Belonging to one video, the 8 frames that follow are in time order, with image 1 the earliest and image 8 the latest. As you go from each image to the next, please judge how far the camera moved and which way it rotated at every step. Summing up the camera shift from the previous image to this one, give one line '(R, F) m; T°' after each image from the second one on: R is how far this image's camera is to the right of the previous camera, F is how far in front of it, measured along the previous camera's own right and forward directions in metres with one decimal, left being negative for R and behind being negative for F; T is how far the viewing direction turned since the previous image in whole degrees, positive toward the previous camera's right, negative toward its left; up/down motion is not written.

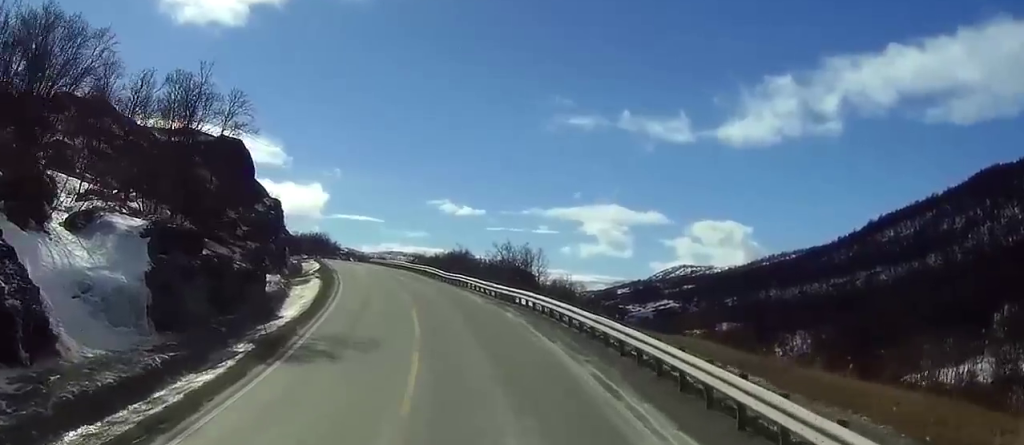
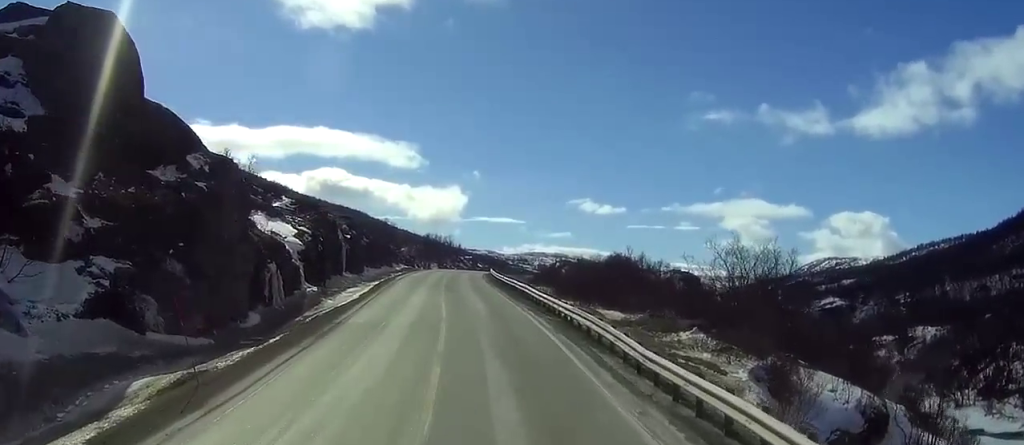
(-2.3, +50.5) m; -5°
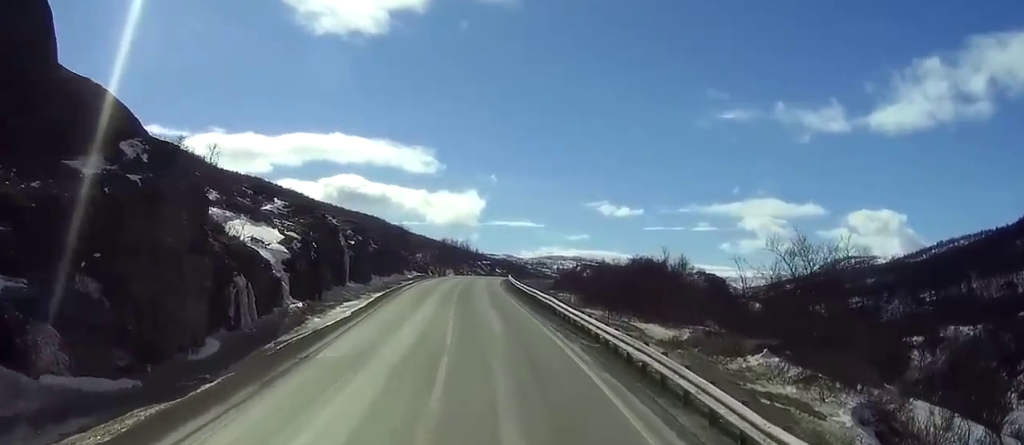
(-0.1, +8.5) m; -1°
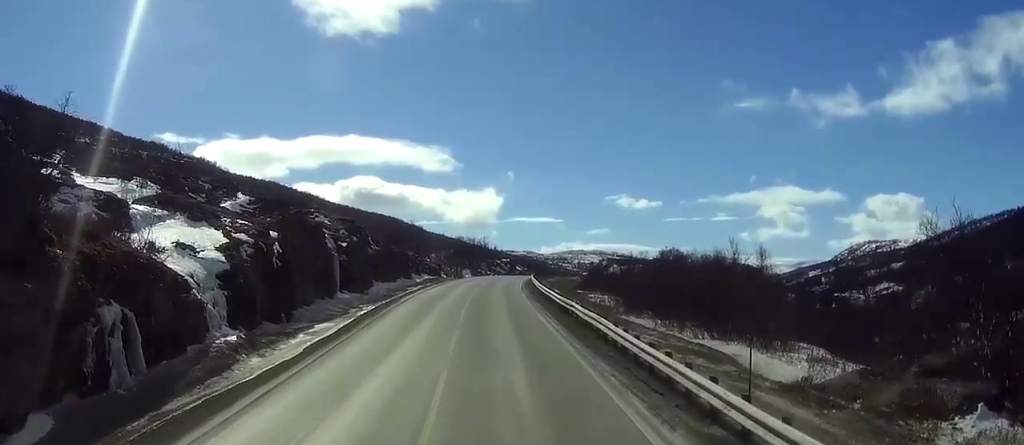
(-0.1, +14.4) m; -1°
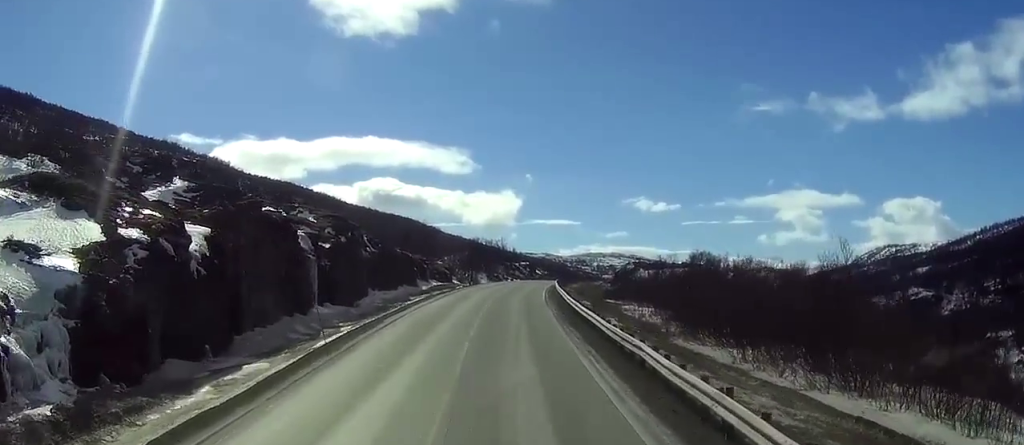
(0.0, +14.6) m; 0°
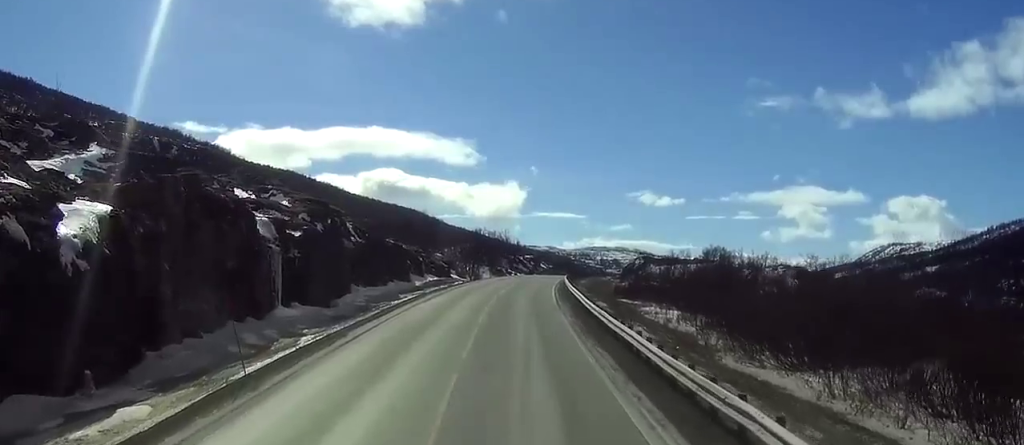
(0.0, +10.2) m; 0°
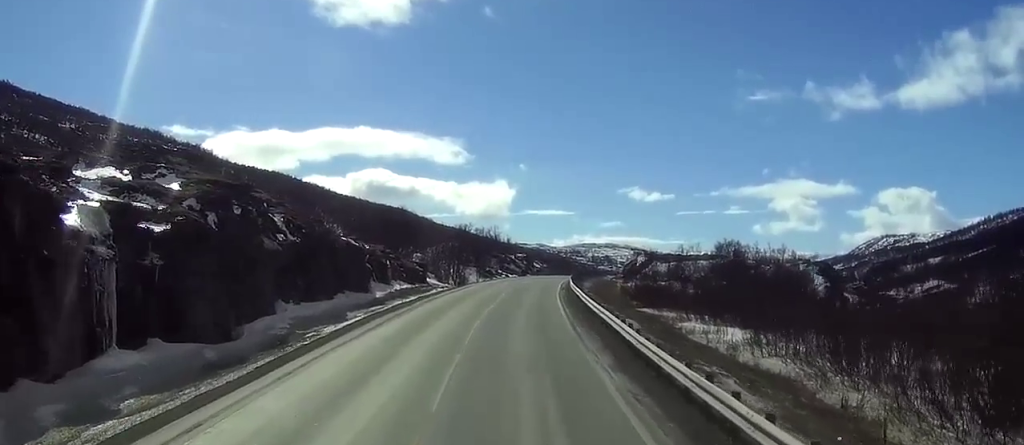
(+0.2, +20.0) m; +1°
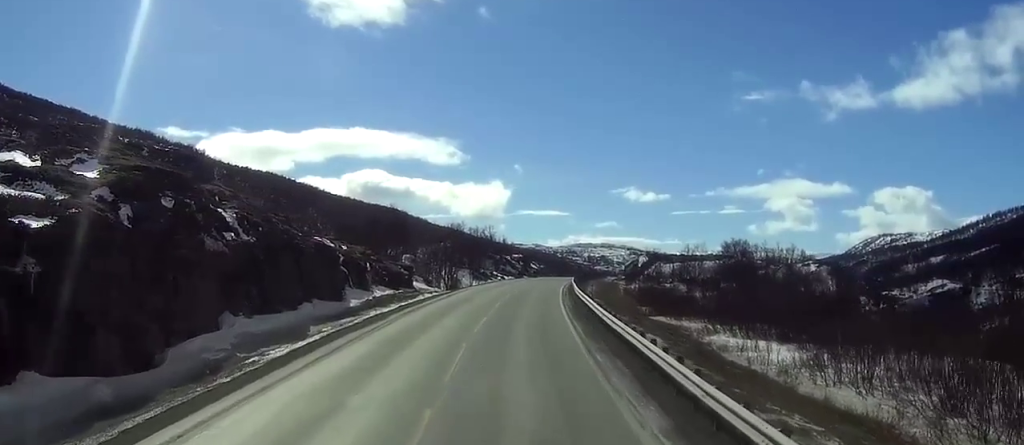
(0.0, +8.8) m; 0°
